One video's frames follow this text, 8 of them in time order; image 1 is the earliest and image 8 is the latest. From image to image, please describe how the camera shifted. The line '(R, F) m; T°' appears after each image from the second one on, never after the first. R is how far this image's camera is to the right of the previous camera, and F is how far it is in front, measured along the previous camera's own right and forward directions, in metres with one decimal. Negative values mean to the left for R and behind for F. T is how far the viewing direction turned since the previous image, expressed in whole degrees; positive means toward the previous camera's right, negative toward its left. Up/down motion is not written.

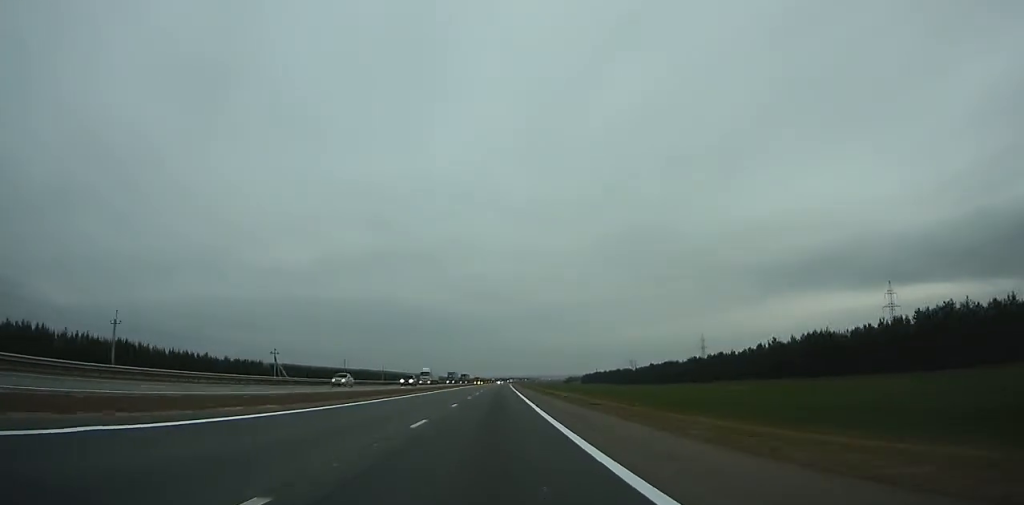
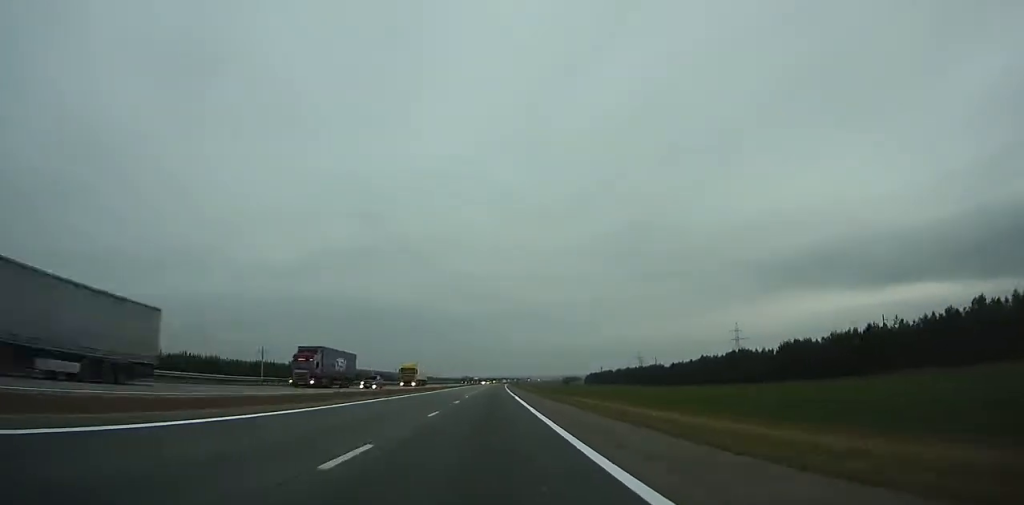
(+0.4, +102.1) m; +1°
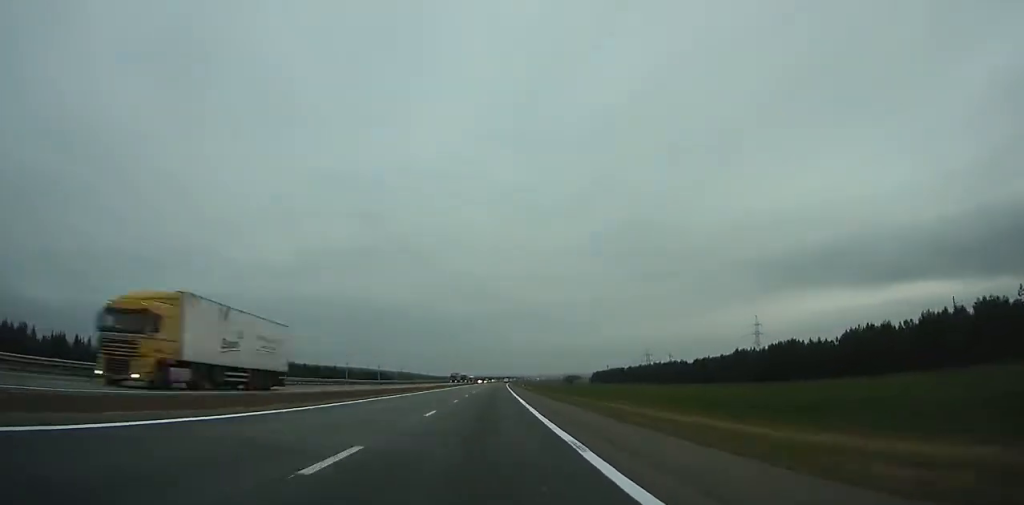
(0.0, +36.9) m; 0°
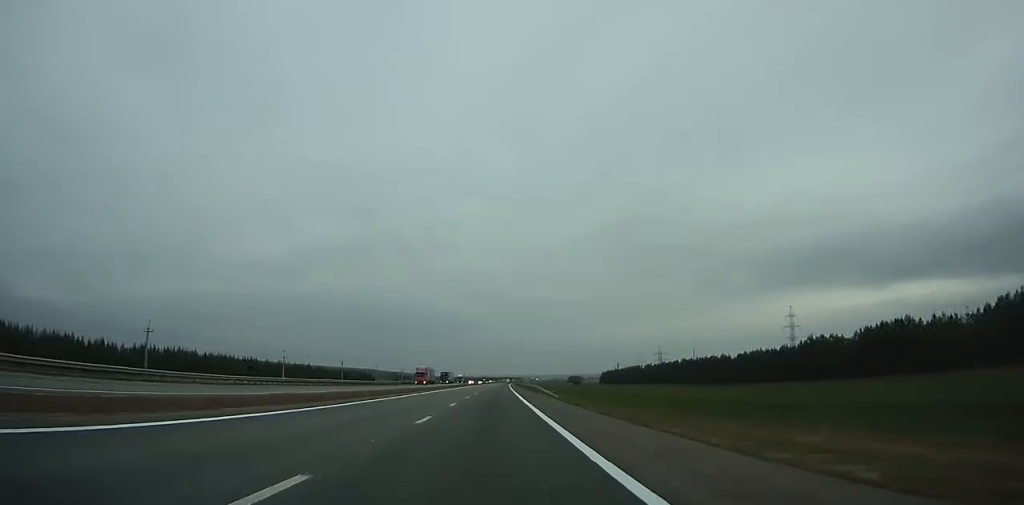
(+0.3, +51.3) m; 0°
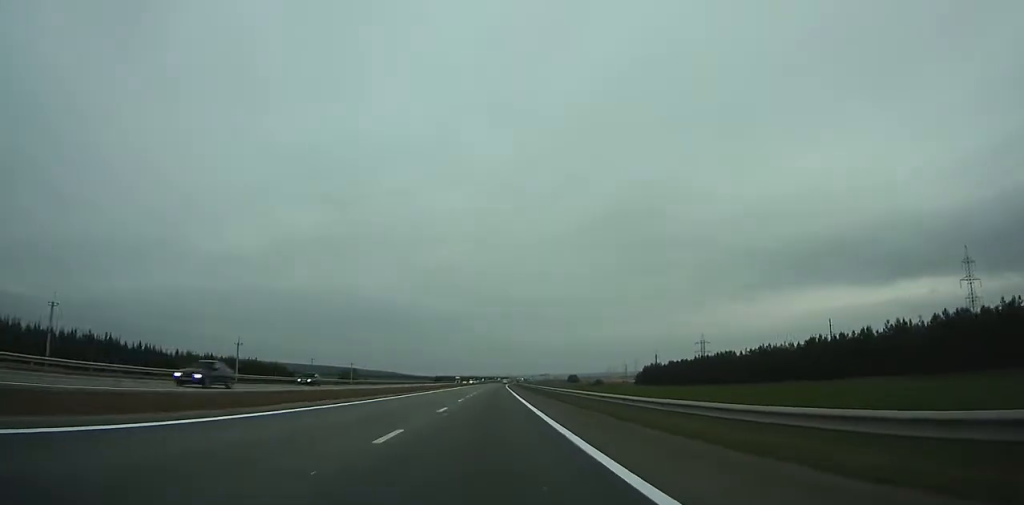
(+1.2, +160.9) m; +1°
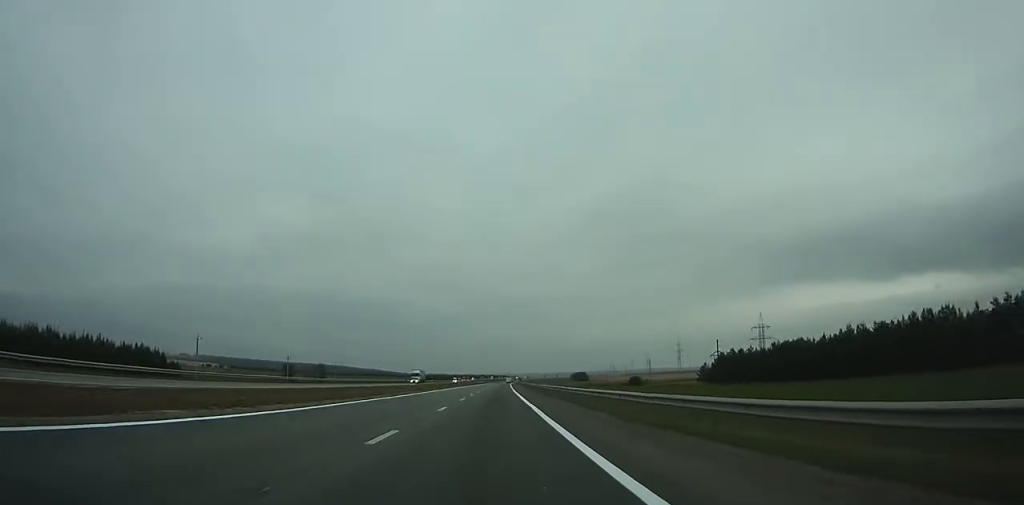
(+0.4, +108.2) m; +1°
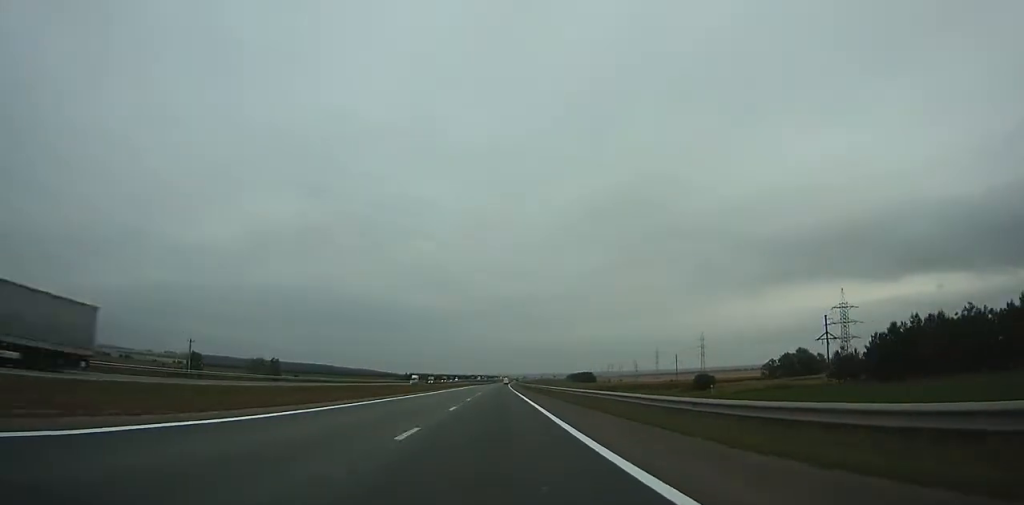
(+0.5, +94.8) m; +1°
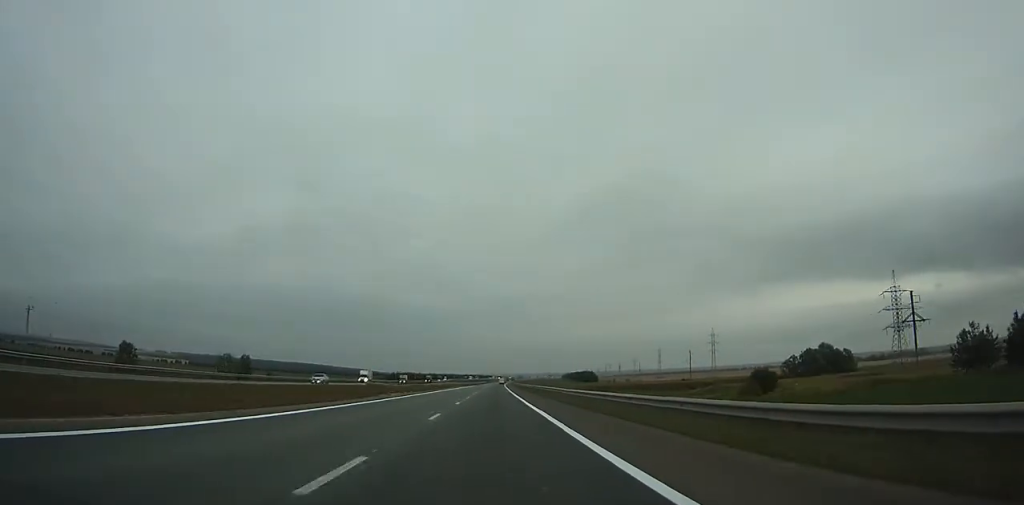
(0.0, +41.7) m; 0°
